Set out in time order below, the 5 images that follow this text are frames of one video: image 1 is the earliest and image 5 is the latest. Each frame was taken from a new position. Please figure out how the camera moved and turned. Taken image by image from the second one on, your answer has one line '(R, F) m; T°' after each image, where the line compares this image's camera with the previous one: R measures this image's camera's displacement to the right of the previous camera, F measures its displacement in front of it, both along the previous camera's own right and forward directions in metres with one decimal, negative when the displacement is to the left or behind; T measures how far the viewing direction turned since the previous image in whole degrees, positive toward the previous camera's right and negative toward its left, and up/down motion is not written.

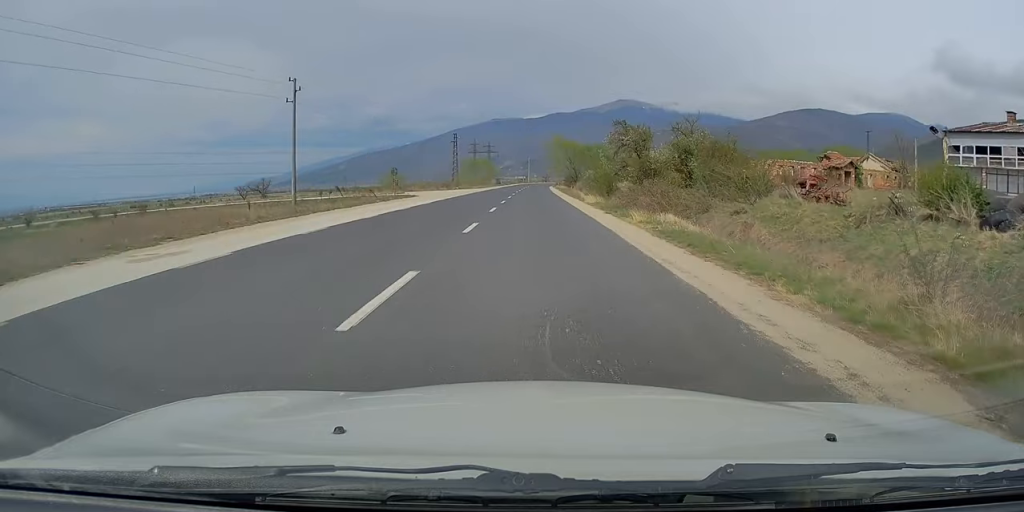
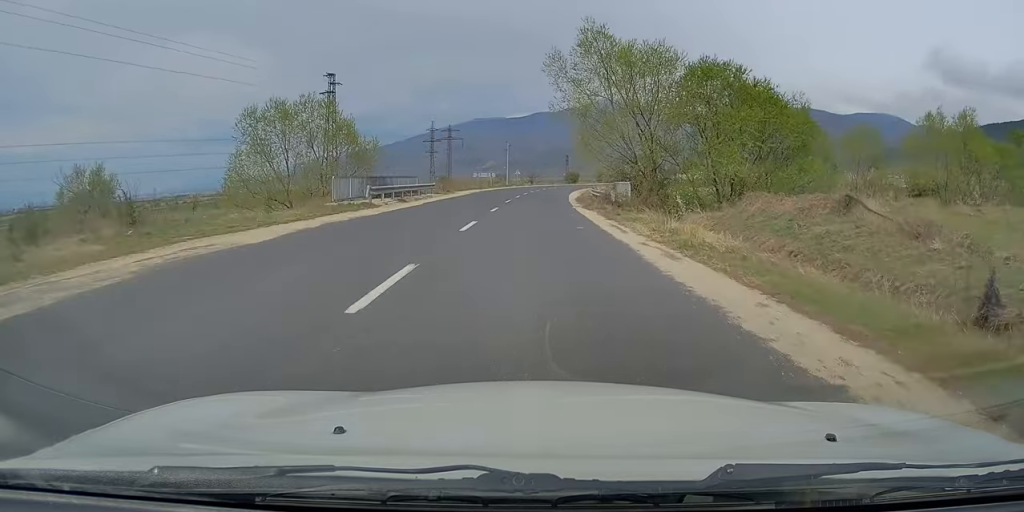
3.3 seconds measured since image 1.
(+0.4, +87.3) m; +1°
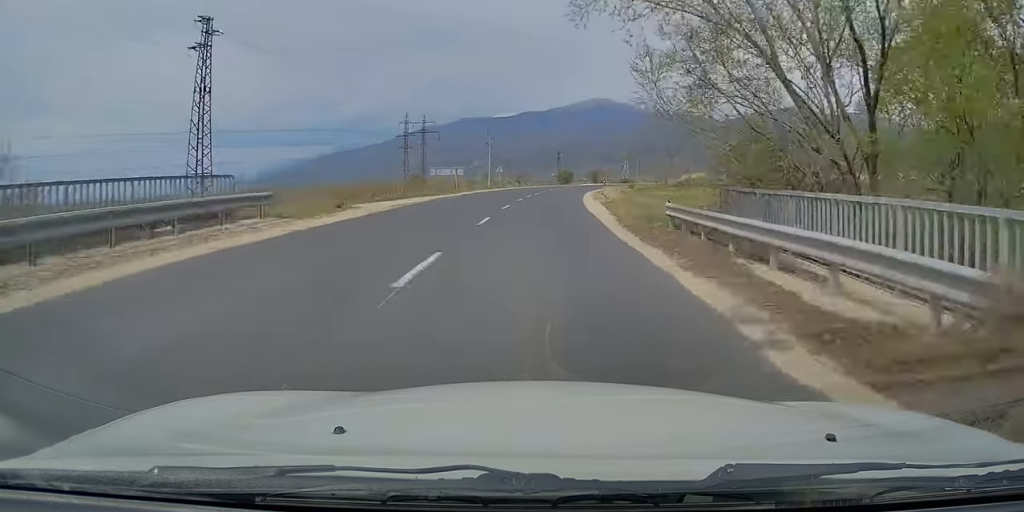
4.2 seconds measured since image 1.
(+0.2, +25.0) m; +2°
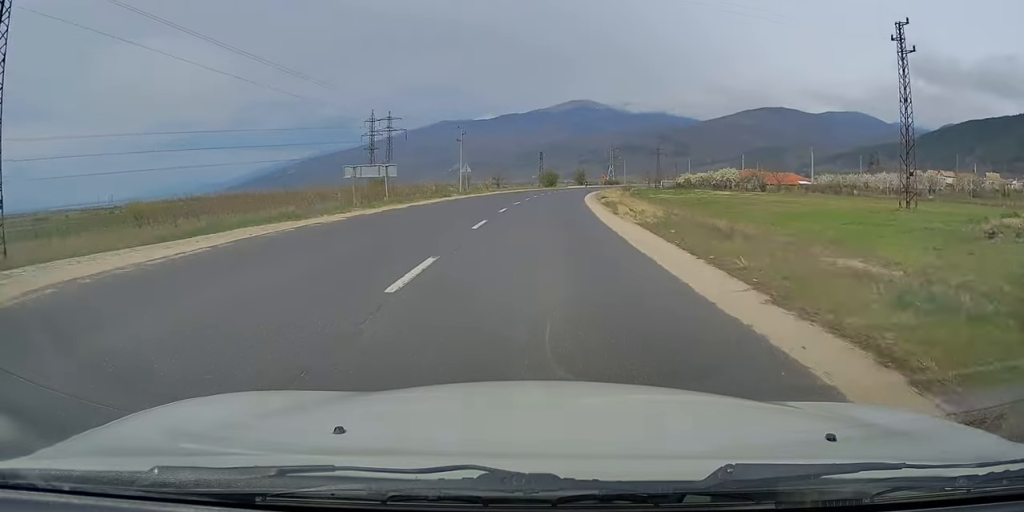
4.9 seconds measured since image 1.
(+0.4, +17.8) m; +2°
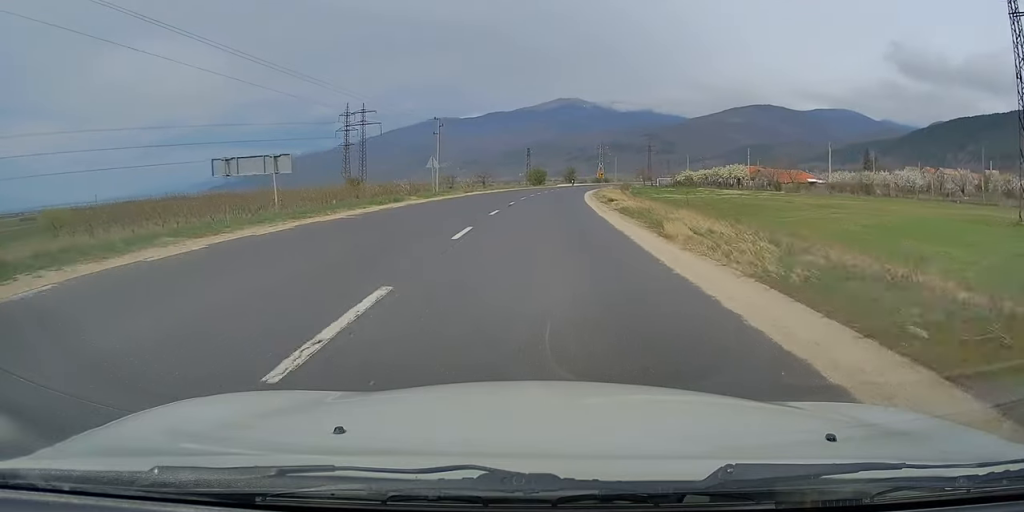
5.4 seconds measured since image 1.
(+0.2, +11.8) m; +1°
